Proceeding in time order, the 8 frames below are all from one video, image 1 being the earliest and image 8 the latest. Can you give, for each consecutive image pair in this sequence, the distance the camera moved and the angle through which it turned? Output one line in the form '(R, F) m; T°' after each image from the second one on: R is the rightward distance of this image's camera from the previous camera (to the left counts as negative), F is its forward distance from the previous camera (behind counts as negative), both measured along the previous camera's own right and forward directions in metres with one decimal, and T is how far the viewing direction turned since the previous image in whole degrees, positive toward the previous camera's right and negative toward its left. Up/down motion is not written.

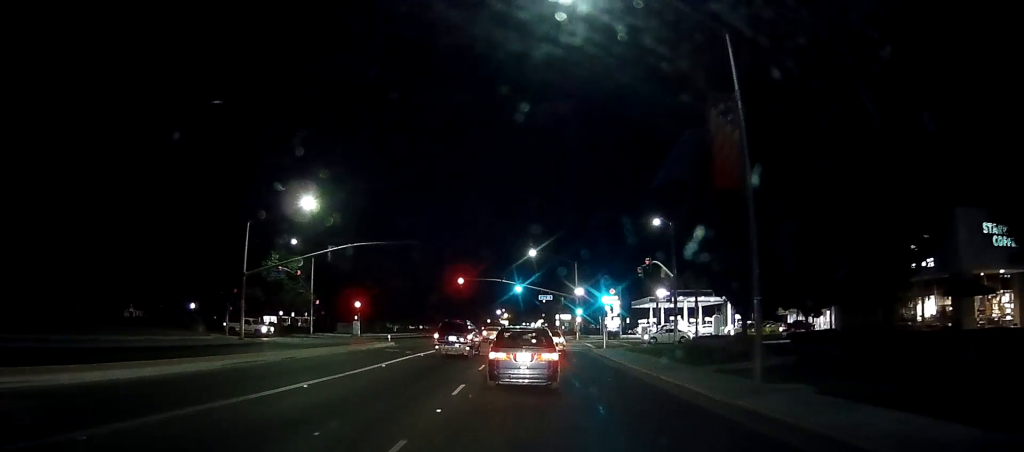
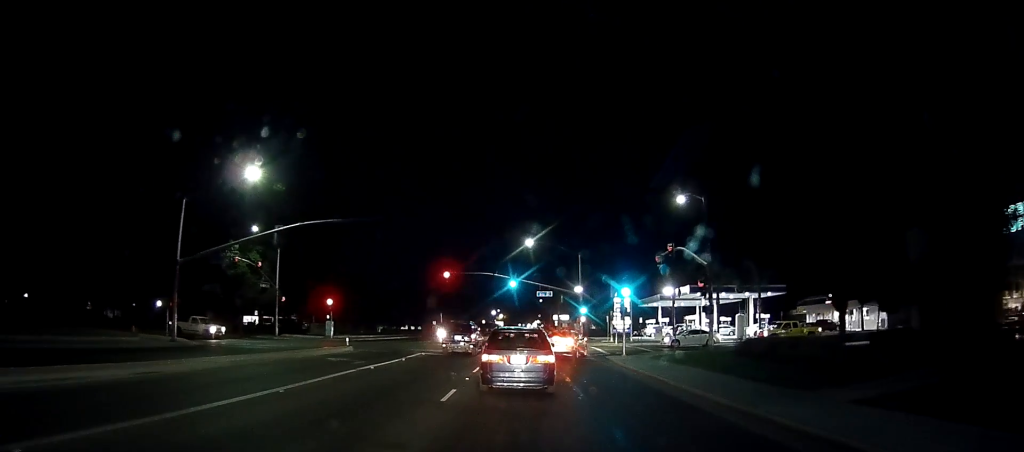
(-0.4, +9.5) m; -5°
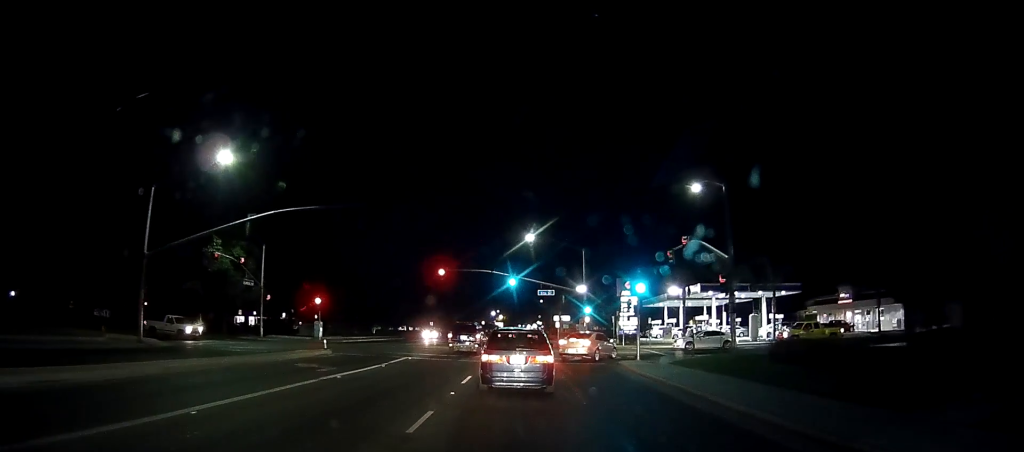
(-0.1, +3.5) m; 0°
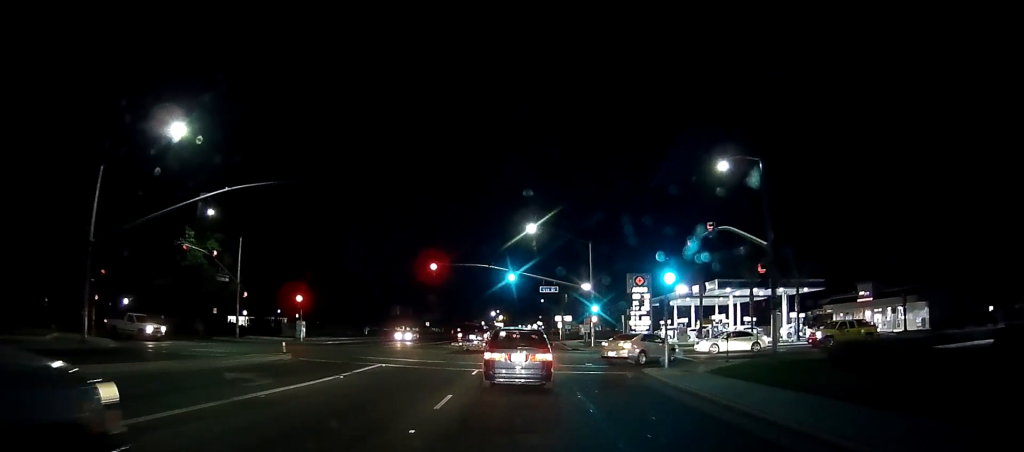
(+0.1, +5.0) m; +2°
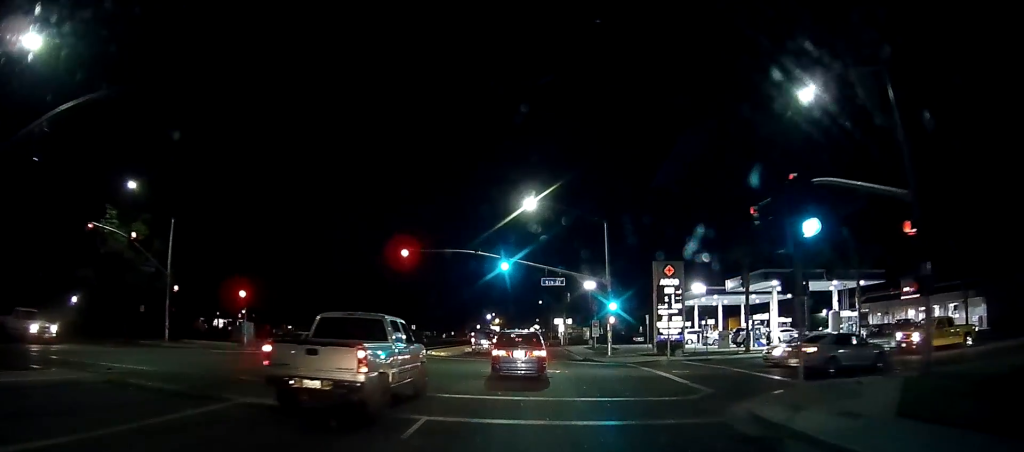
(+0.1, +12.1) m; -1°
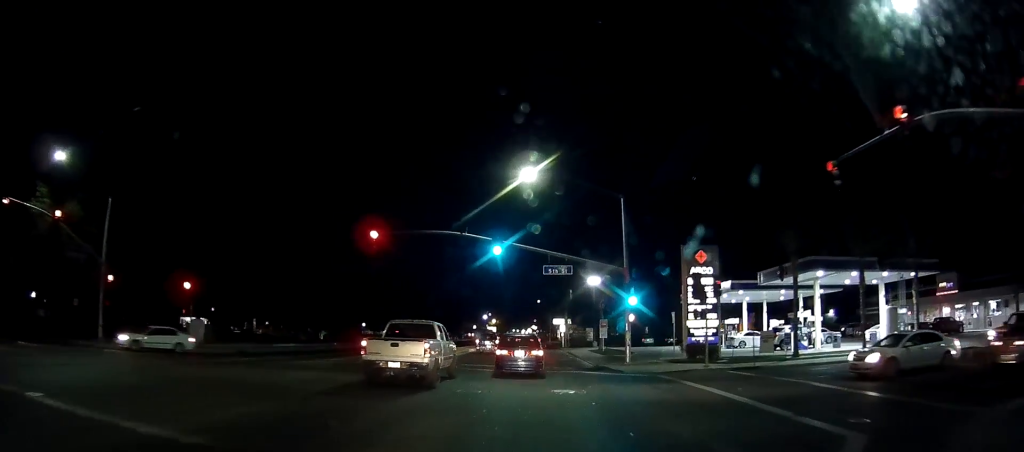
(-0.1, +7.2) m; 0°
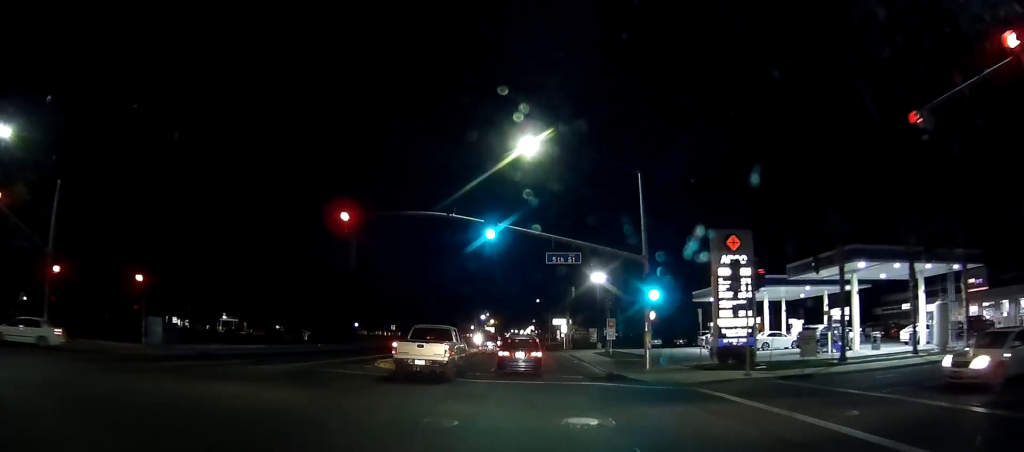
(0.0, +4.5) m; +1°
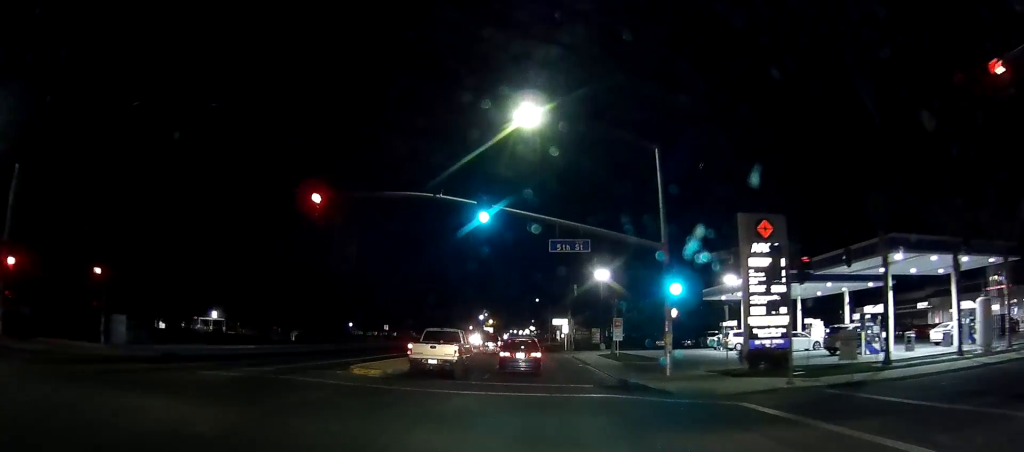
(0.0, +3.1) m; 0°
